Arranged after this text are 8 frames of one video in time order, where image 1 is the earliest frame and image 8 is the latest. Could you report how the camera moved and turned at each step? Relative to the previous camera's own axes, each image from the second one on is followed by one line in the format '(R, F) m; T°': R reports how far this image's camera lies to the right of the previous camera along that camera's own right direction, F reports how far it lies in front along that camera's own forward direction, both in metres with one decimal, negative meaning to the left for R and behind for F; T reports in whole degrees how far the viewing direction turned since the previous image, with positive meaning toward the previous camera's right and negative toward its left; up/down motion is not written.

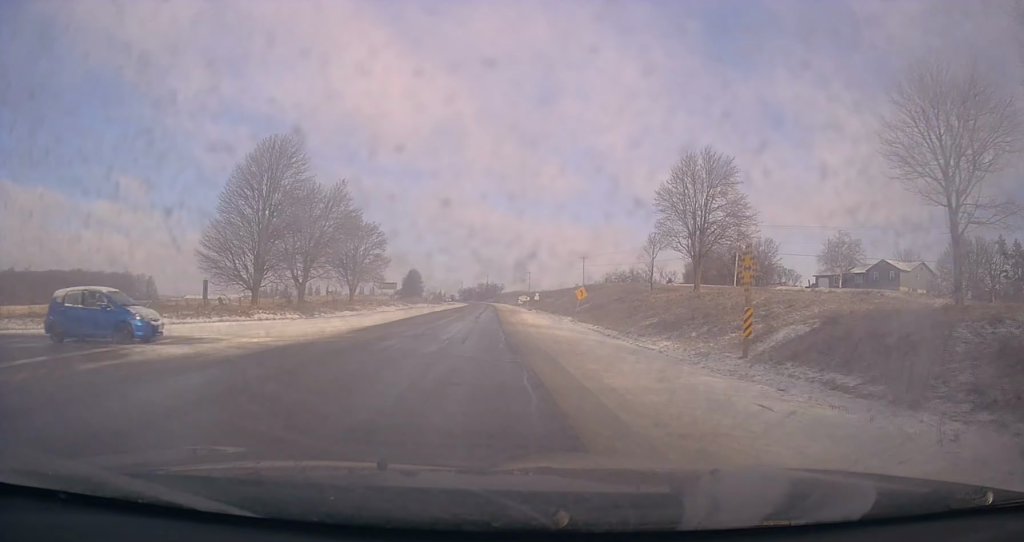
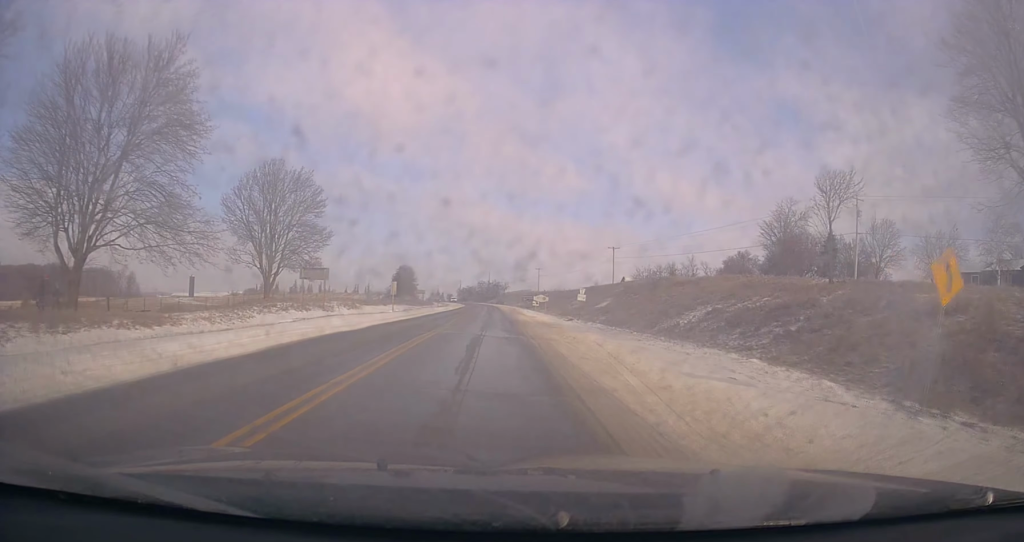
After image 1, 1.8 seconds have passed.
(0.0, +36.2) m; -1°
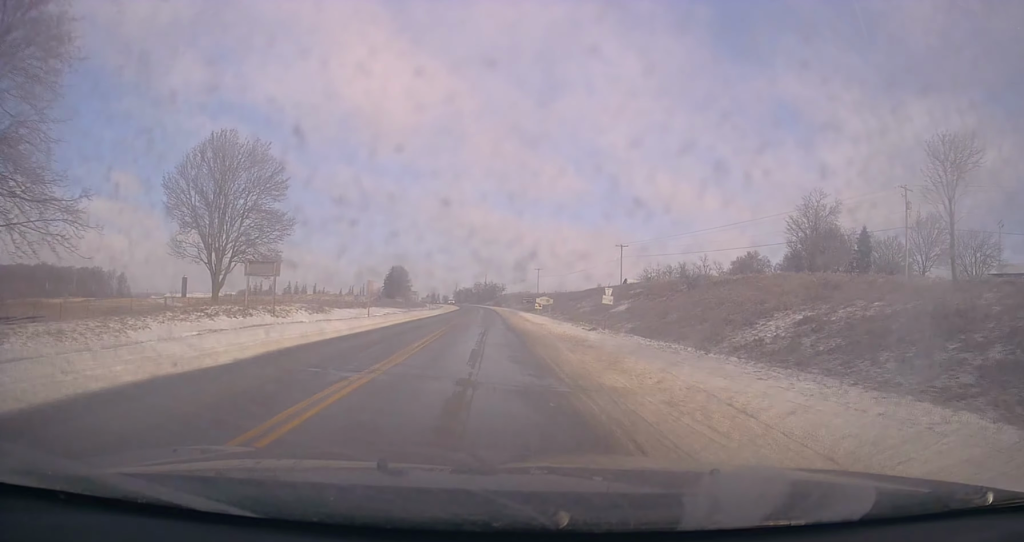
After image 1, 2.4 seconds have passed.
(-0.2, +10.6) m; -1°
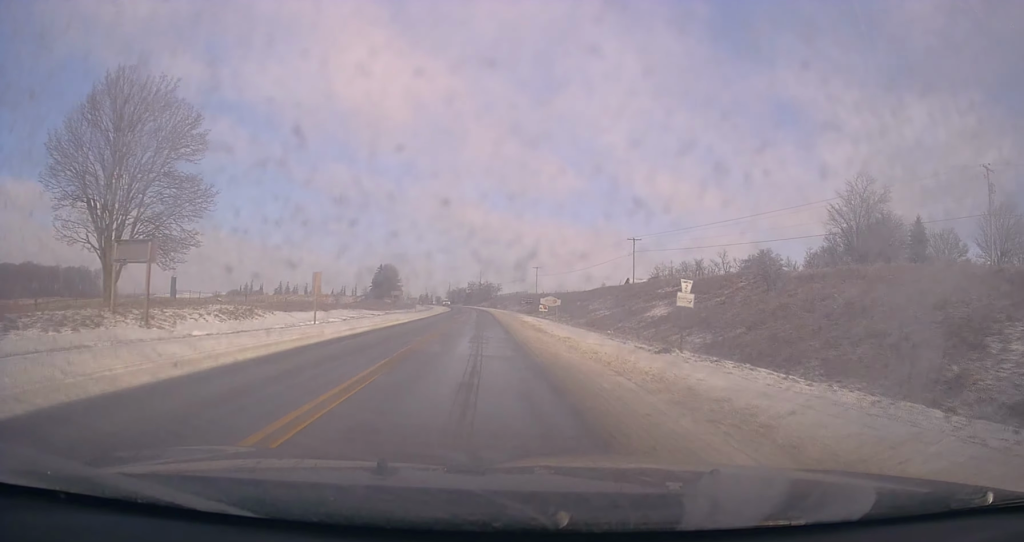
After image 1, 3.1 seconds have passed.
(-0.2, +13.9) m; 0°
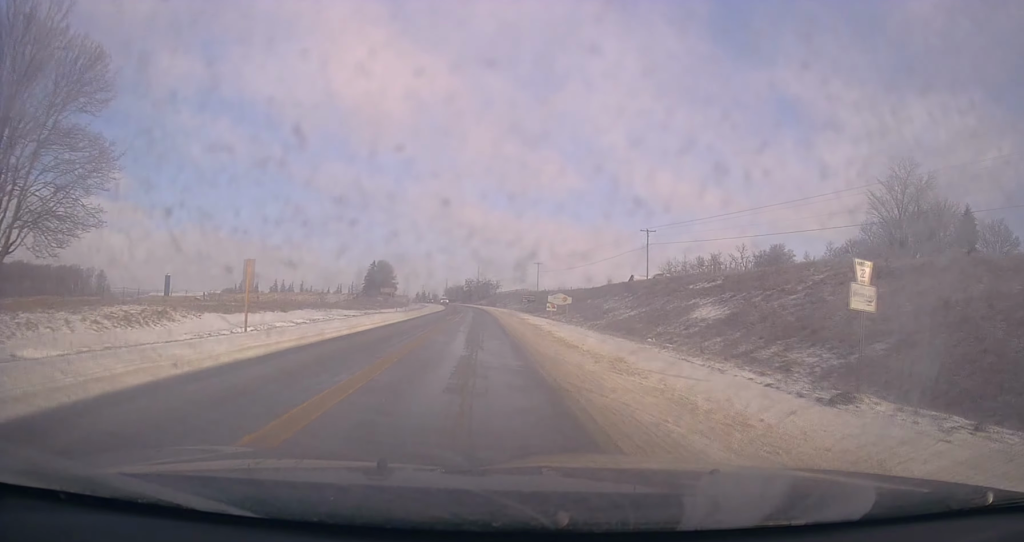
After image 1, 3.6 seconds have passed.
(-0.1, +10.0) m; +1°
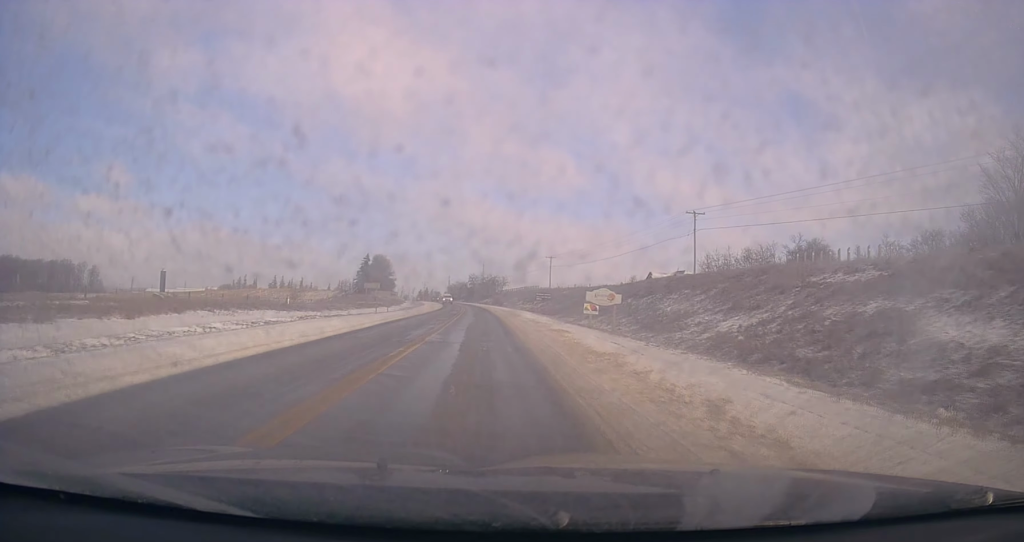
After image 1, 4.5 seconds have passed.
(+0.5, +19.6) m; +1°
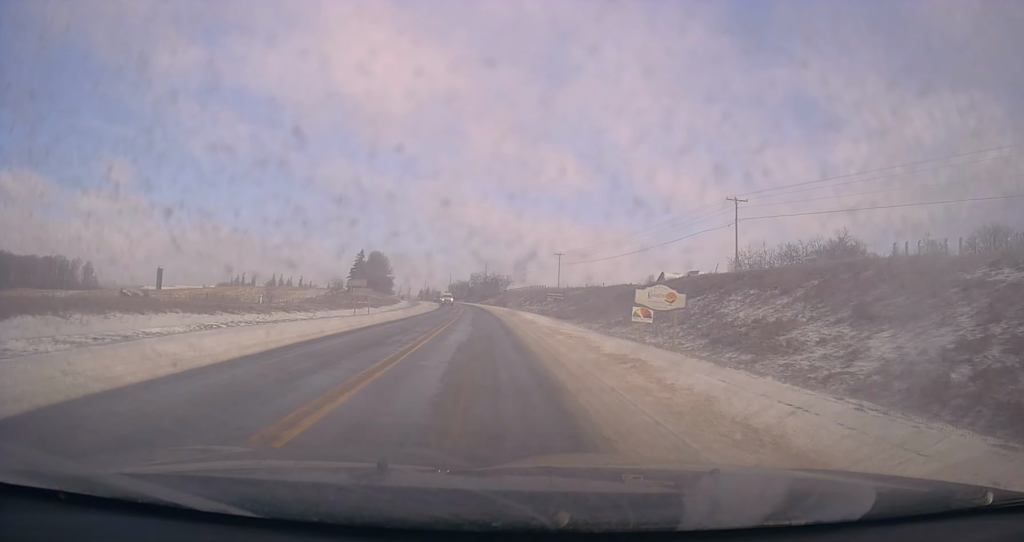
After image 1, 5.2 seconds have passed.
(+0.2, +12.5) m; 0°
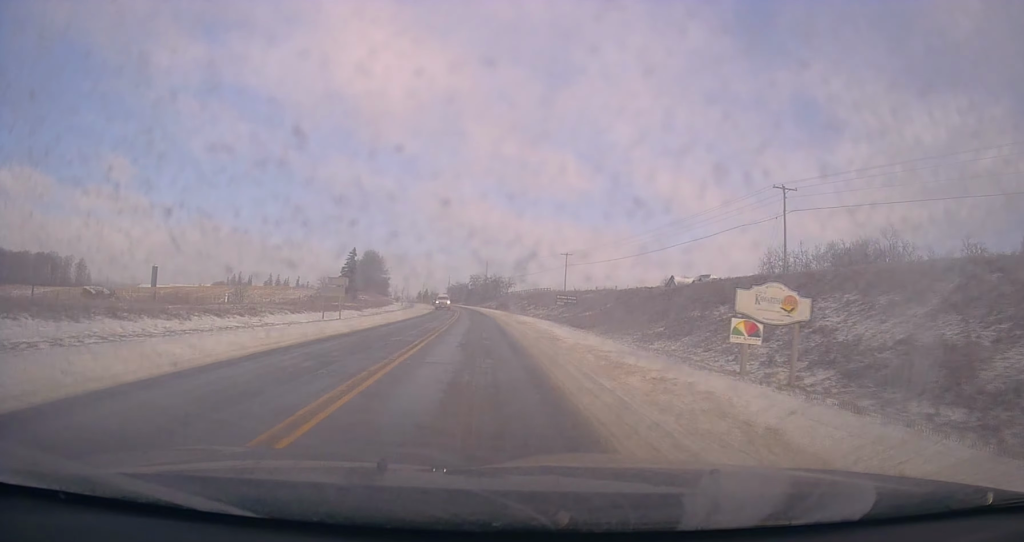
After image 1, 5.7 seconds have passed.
(-0.1, +10.9) m; -1°
